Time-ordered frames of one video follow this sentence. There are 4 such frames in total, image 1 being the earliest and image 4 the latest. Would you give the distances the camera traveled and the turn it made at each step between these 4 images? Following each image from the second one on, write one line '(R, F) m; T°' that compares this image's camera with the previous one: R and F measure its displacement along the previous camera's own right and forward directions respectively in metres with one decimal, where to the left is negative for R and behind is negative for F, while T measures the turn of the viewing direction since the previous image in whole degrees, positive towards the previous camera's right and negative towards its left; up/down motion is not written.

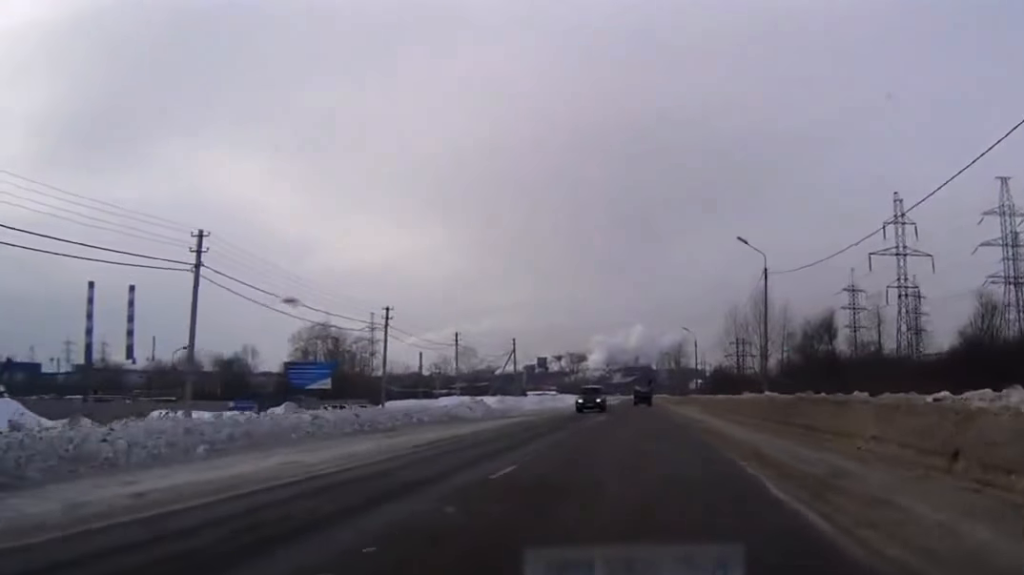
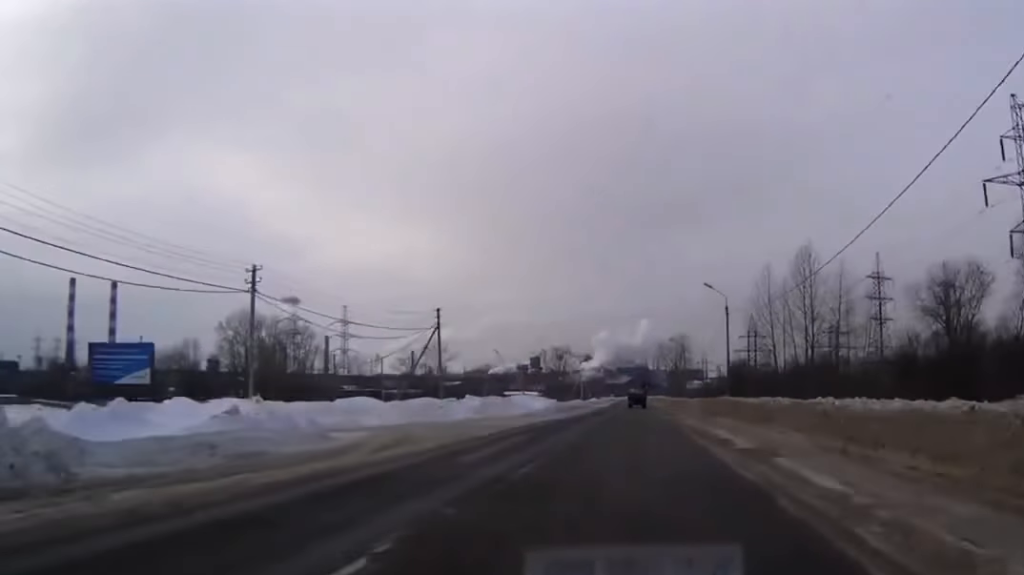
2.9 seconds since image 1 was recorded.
(0.0, +41.2) m; 0°
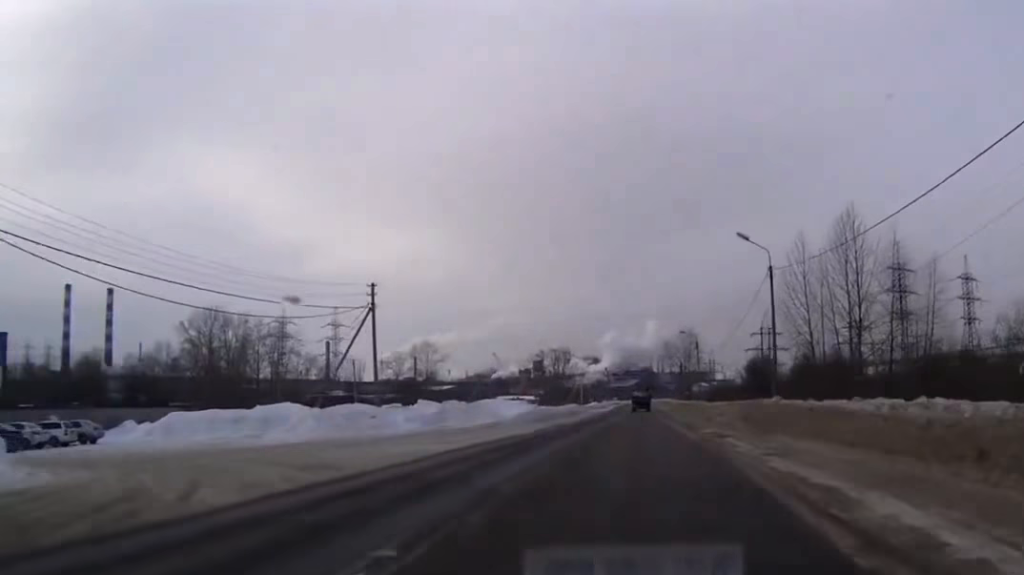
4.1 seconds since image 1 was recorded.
(0.0, +19.5) m; 0°
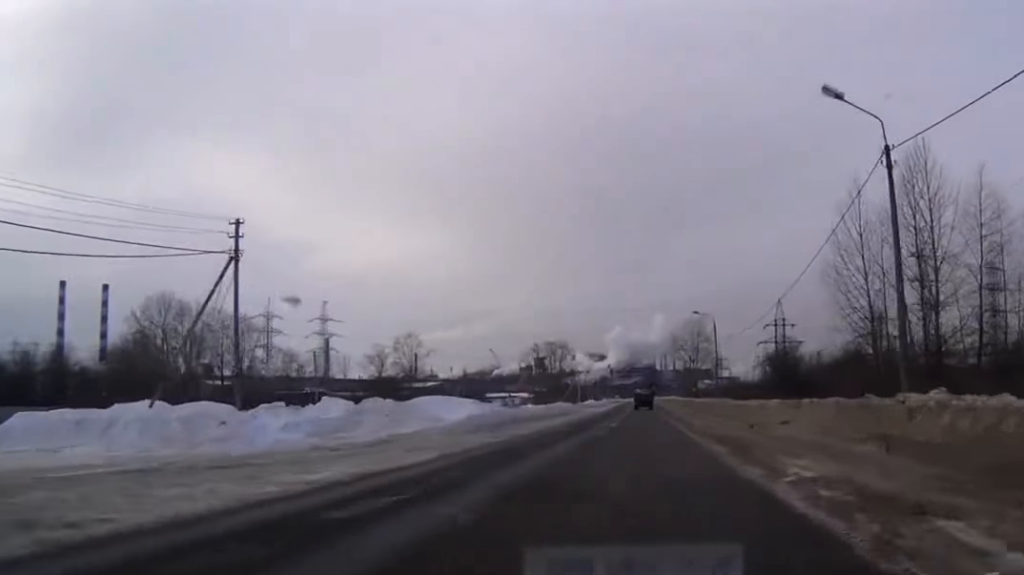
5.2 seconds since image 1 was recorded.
(-0.1, +19.7) m; 0°
